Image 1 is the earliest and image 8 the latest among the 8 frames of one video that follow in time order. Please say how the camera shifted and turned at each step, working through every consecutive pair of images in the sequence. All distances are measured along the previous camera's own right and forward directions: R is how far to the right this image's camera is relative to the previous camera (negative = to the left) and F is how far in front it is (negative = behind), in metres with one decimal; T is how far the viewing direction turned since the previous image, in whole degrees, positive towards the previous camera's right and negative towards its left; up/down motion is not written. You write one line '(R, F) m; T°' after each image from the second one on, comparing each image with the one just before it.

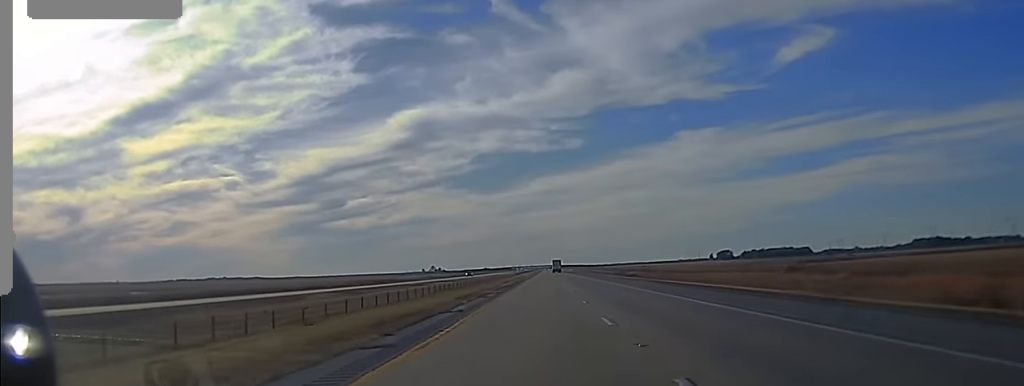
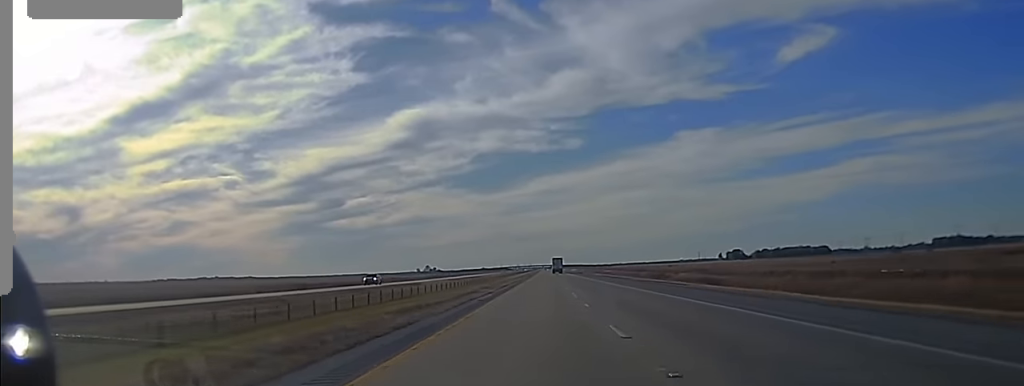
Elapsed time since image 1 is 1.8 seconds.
(-0.1, +98.1) m; 0°
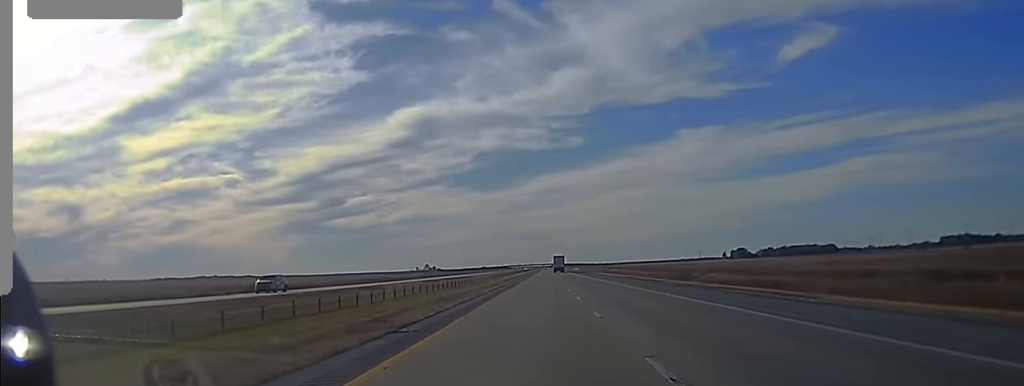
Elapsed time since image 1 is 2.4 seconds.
(+0.1, +30.3) m; 0°
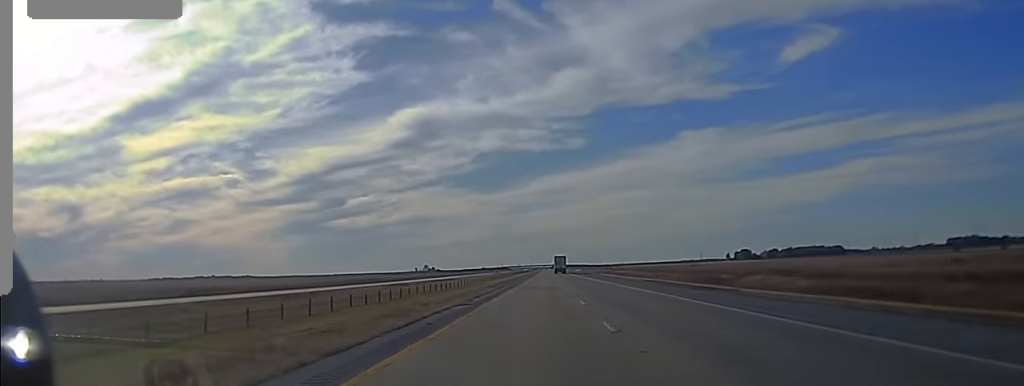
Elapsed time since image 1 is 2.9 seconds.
(-0.3, +28.6) m; 0°
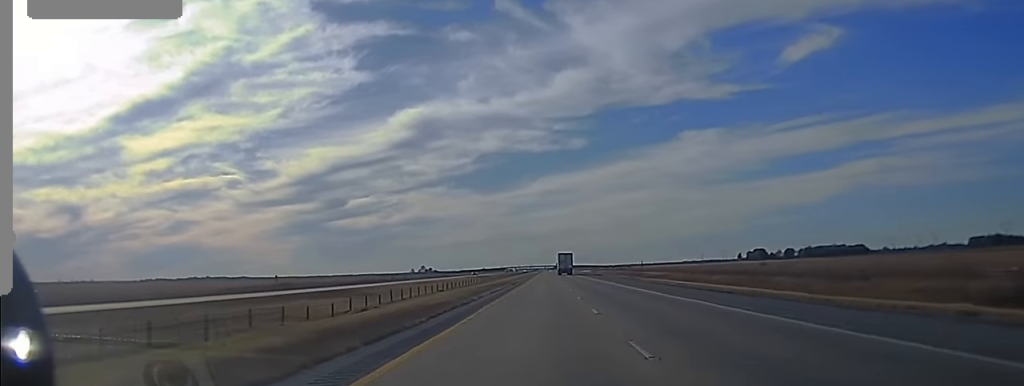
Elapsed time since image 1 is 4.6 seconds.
(+0.2, +90.9) m; 0°
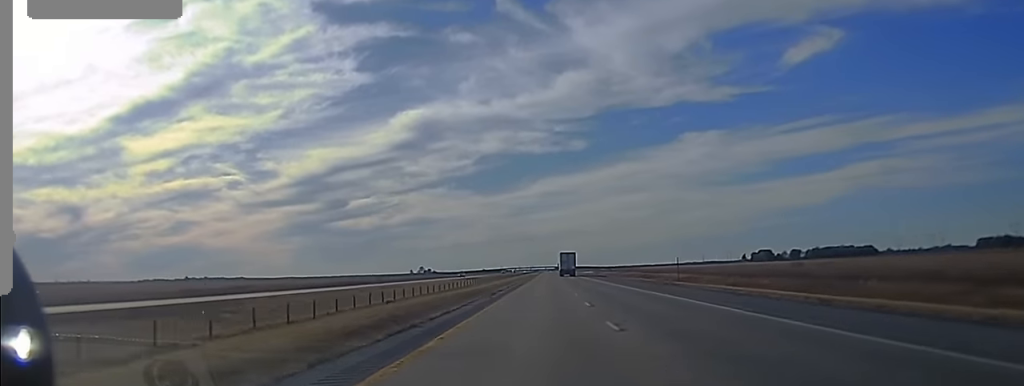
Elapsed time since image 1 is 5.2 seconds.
(-0.2, +28.6) m; 0°
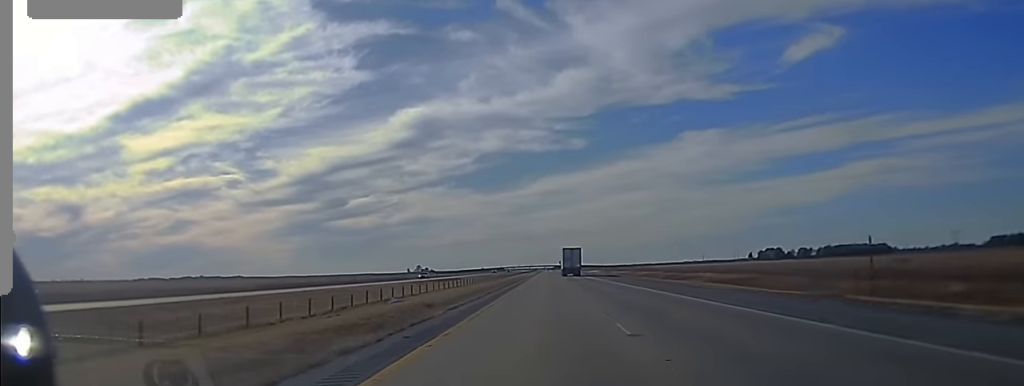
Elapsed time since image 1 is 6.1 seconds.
(+0.5, +50.1) m; 0°
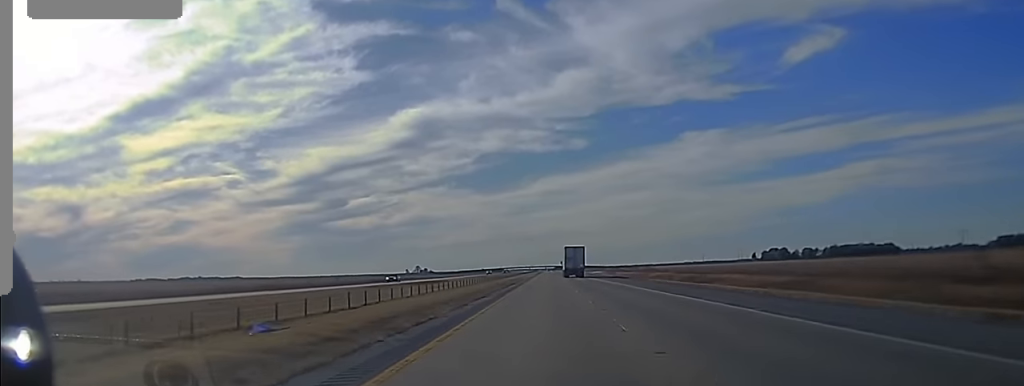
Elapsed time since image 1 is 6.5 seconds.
(-0.1, +23.3) m; 0°
